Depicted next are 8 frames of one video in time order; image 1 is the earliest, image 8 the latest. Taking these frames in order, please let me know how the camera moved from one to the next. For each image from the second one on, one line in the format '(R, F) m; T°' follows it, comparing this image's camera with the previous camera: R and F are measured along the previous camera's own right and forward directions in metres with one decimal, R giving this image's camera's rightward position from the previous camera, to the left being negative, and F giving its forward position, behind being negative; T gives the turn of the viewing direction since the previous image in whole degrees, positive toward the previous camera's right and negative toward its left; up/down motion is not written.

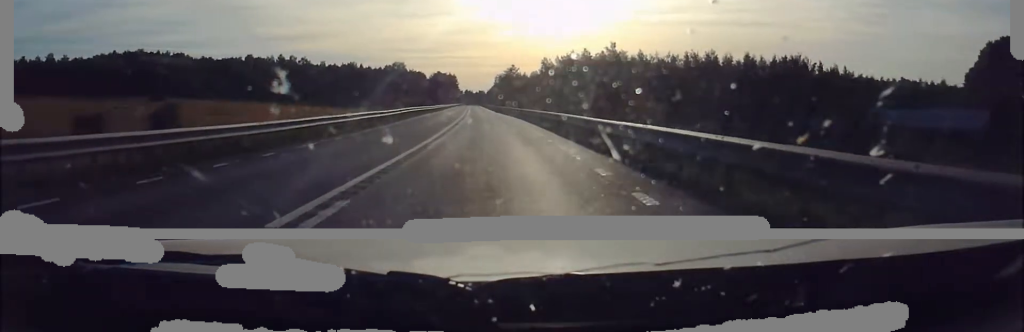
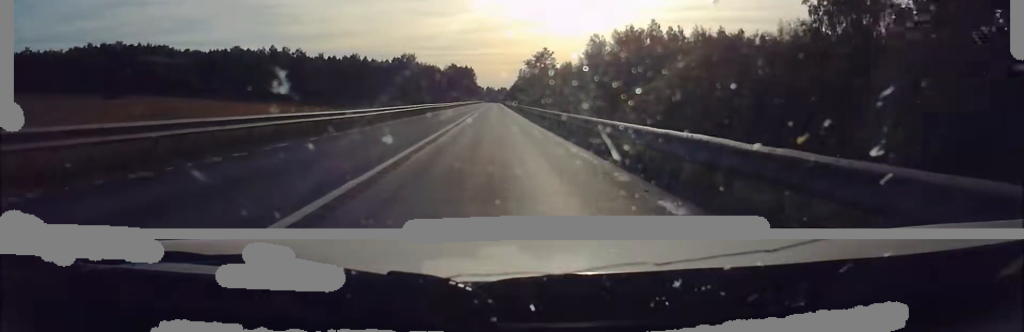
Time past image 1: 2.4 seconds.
(-1.0, +50.5) m; -3°
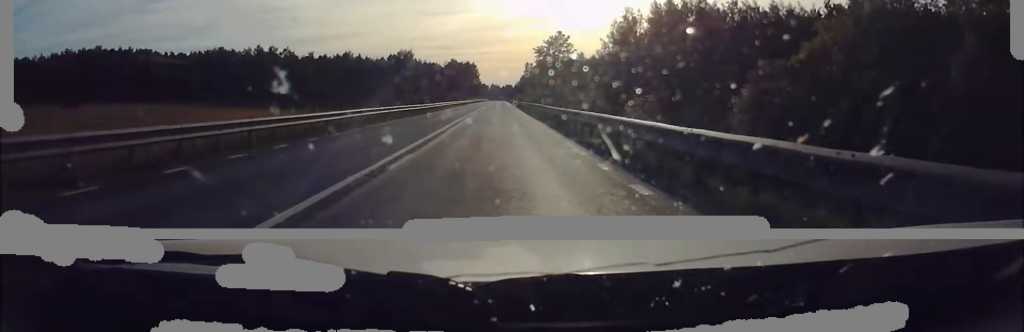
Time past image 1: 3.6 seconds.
(-0.1, +25.2) m; 0°
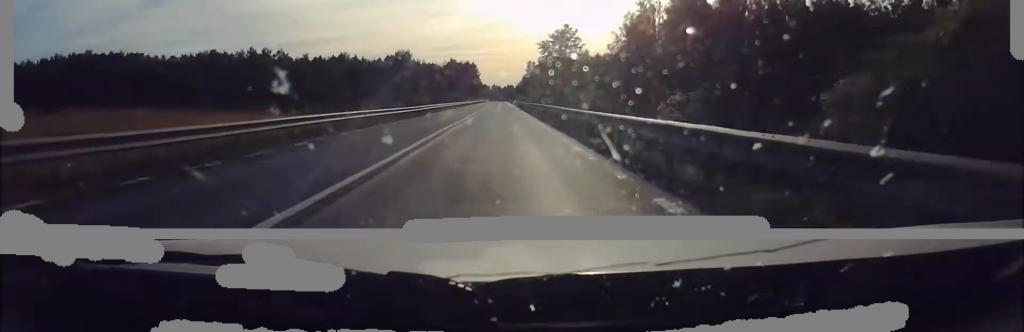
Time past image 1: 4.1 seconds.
(0.0, +10.3) m; 0°
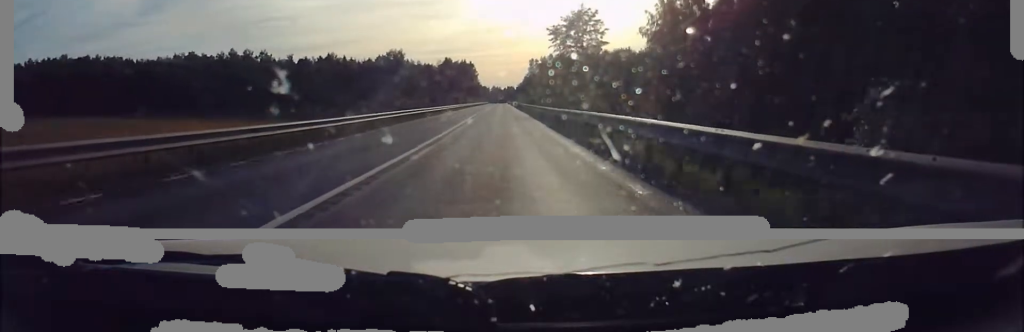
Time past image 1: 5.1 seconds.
(-0.1, +22.3) m; -1°
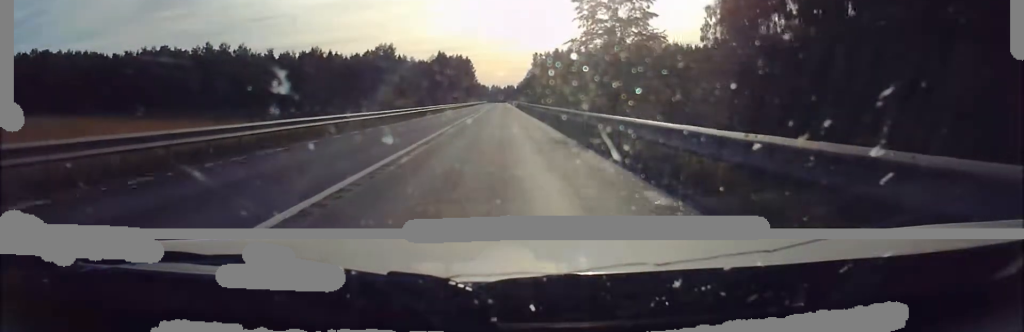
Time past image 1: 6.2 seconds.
(-0.4, +24.9) m; -1°
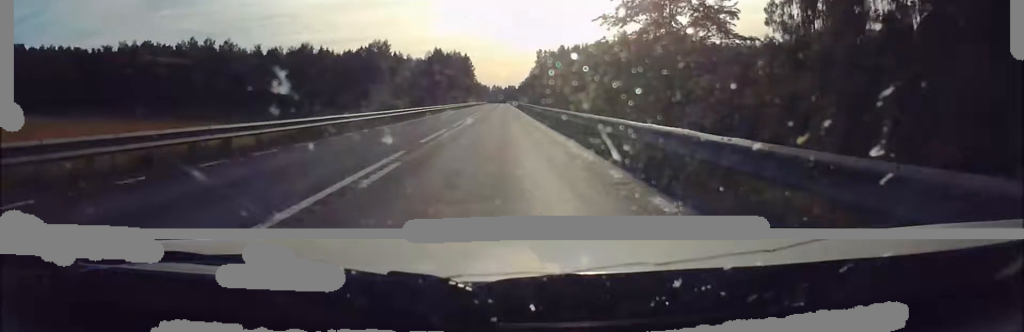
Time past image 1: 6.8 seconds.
(0.0, +15.3) m; 0°
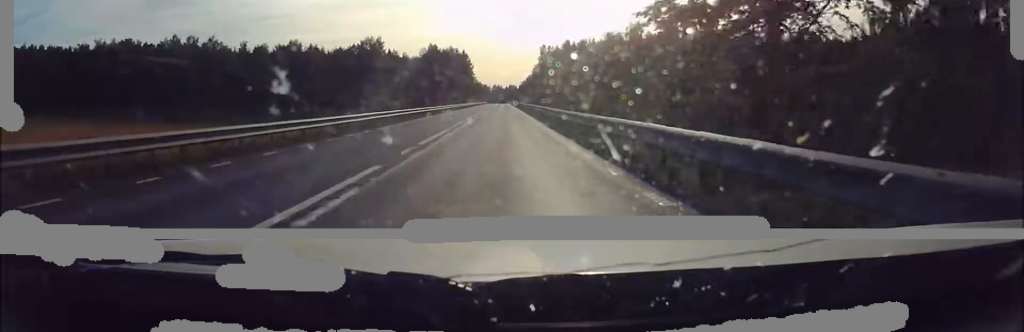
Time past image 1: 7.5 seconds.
(+0.2, +14.7) m; +1°
